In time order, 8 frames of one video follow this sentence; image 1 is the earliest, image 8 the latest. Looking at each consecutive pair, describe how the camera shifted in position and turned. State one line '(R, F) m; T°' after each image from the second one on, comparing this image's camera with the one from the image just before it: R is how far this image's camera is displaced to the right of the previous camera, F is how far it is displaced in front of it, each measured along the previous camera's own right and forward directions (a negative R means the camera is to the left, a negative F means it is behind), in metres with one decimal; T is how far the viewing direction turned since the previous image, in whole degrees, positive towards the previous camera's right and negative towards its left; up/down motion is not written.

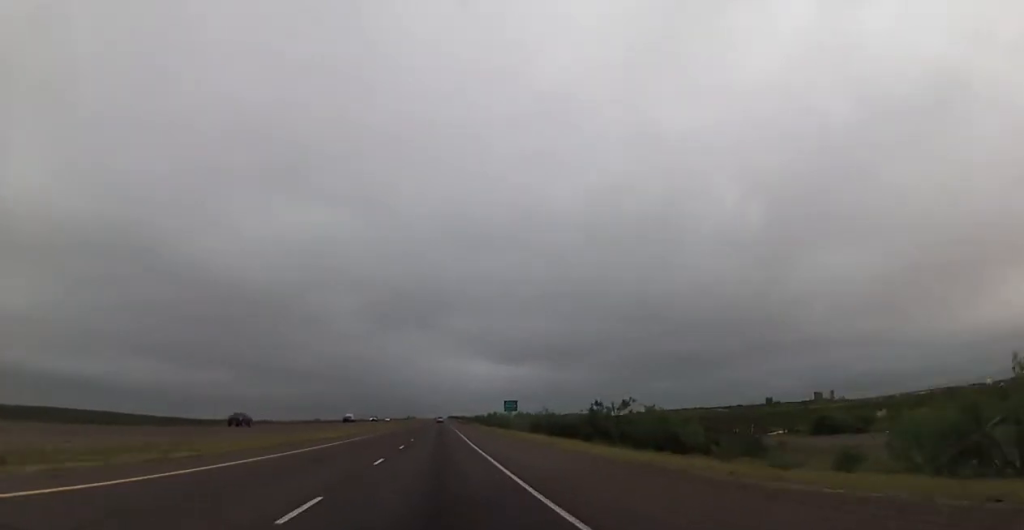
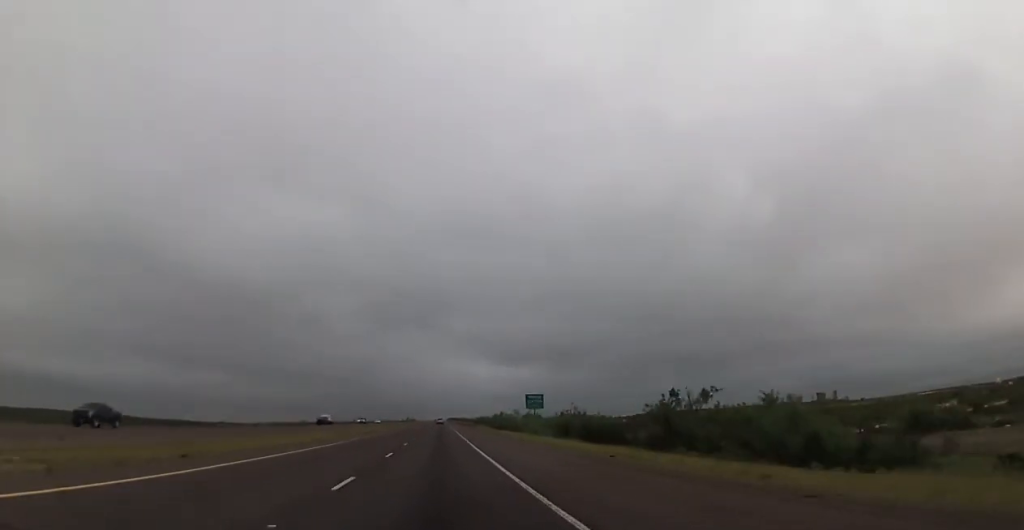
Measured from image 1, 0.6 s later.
(-0.2, +20.0) m; 0°
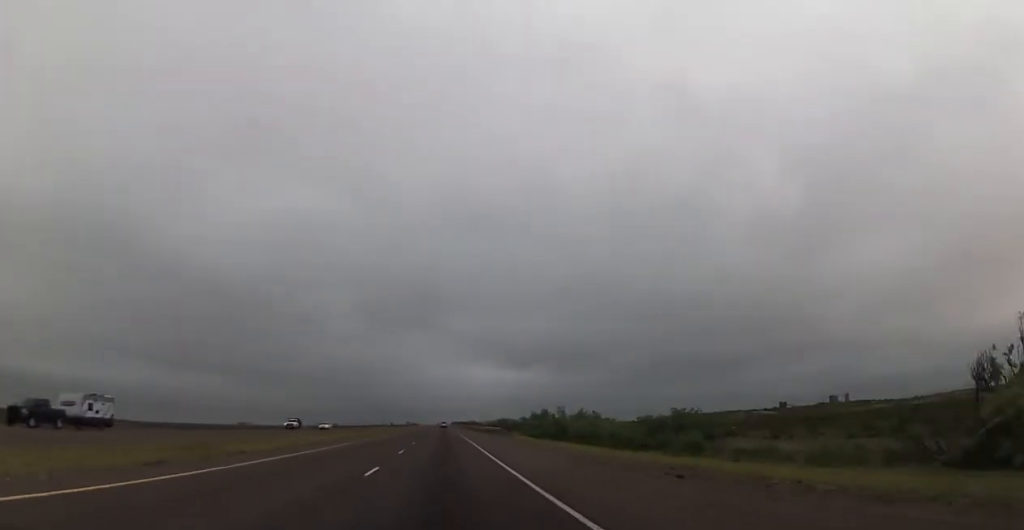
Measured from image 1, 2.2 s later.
(+0.1, +57.7) m; 0°
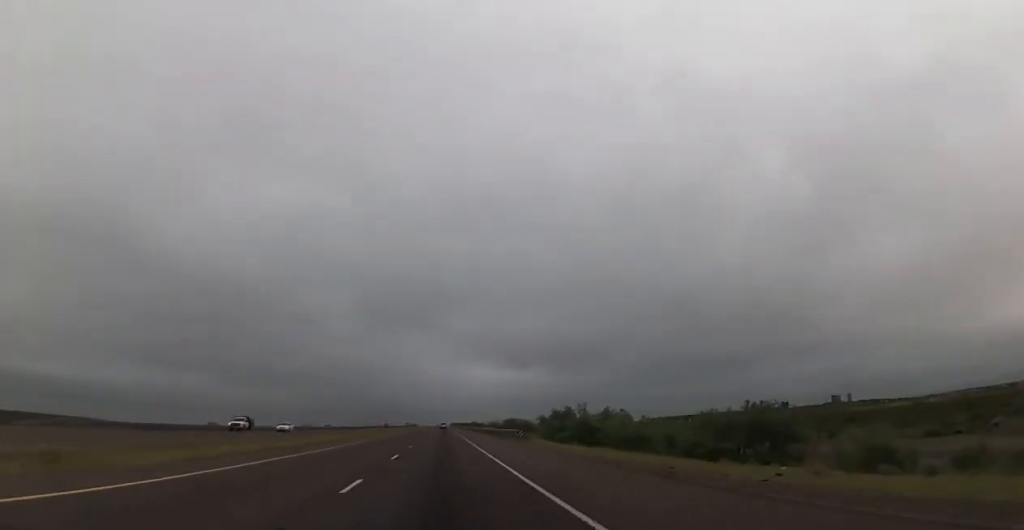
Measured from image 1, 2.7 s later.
(-0.1, +16.4) m; 0°
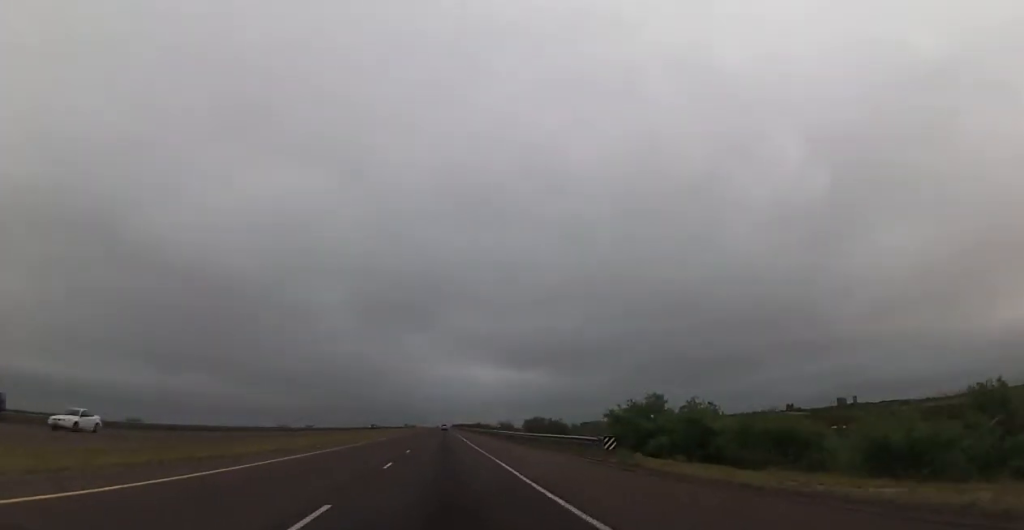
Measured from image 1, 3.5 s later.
(+0.2, +29.2) m; 0°
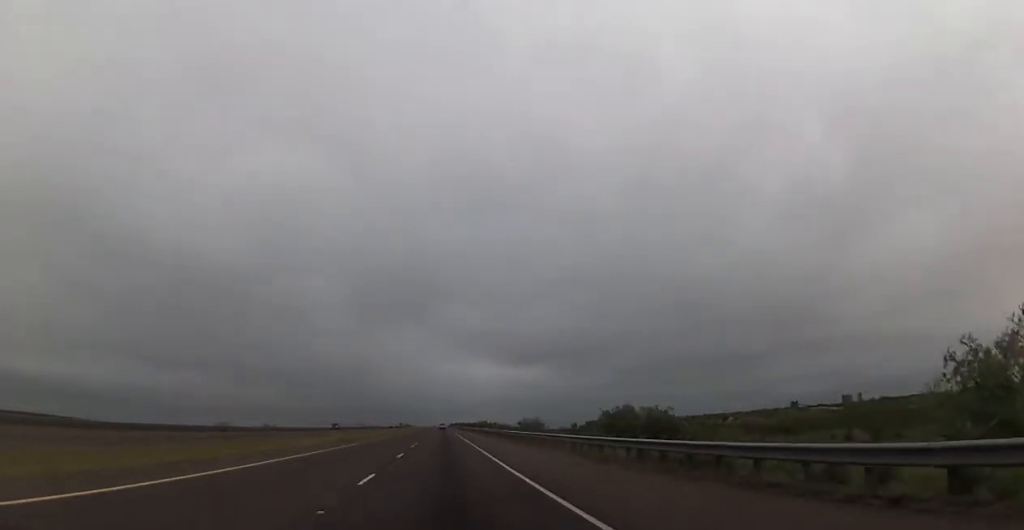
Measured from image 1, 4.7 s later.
(-0.1, +42.0) m; 0°
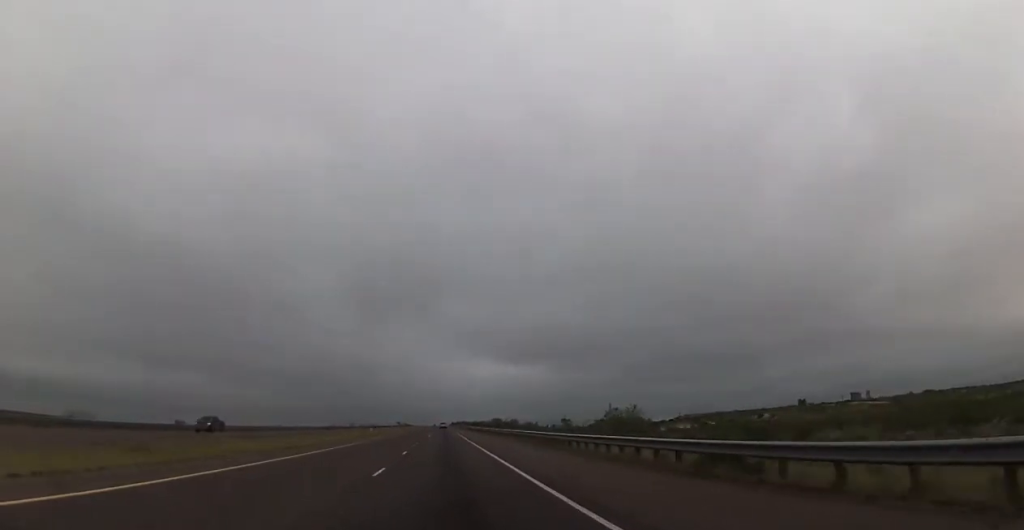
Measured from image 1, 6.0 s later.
(+0.1, +46.7) m; 0°
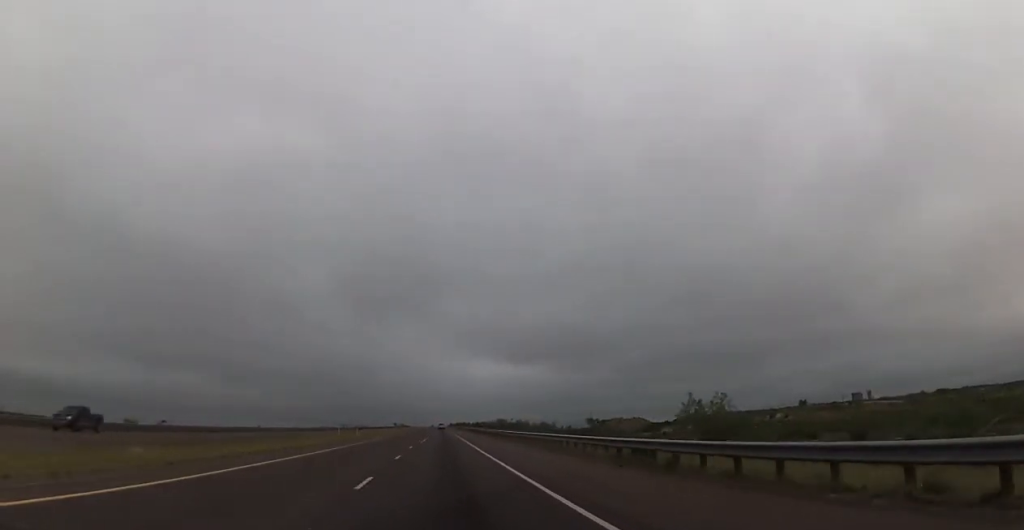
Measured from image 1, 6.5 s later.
(-0.1, +15.2) m; 0°
